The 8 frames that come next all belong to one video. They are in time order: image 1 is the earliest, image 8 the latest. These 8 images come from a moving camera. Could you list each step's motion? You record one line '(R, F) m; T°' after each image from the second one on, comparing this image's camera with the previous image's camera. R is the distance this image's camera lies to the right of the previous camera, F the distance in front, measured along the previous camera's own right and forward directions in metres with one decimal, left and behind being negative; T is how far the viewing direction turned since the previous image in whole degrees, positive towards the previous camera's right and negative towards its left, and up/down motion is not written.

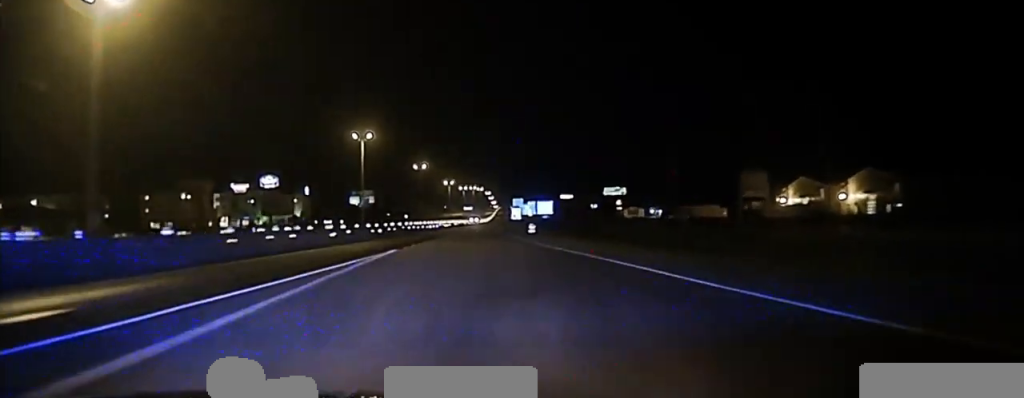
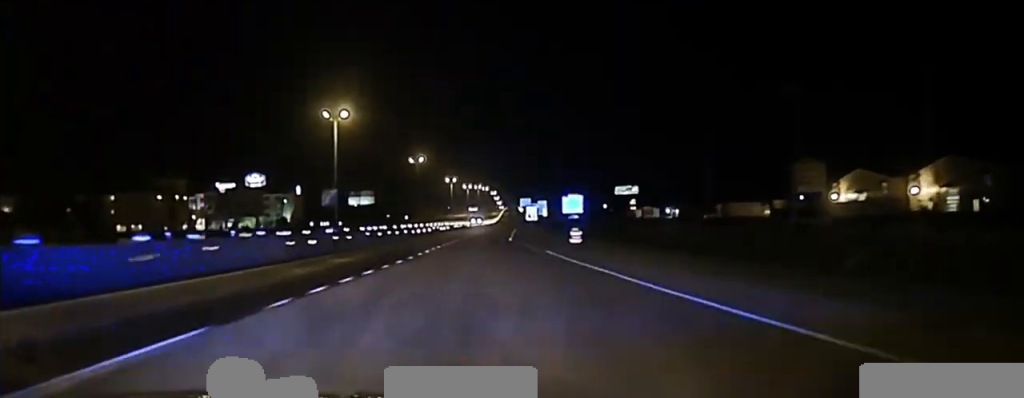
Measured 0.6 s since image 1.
(+0.2, +26.5) m; 0°
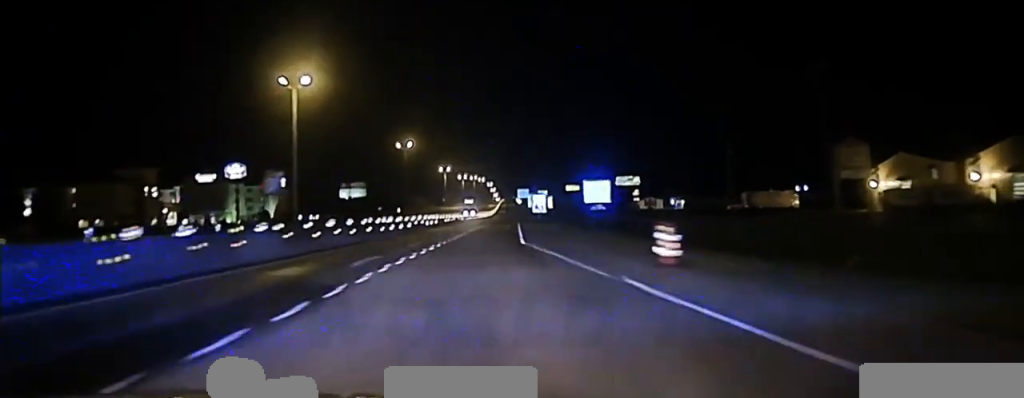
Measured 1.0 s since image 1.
(0.0, +19.1) m; 0°
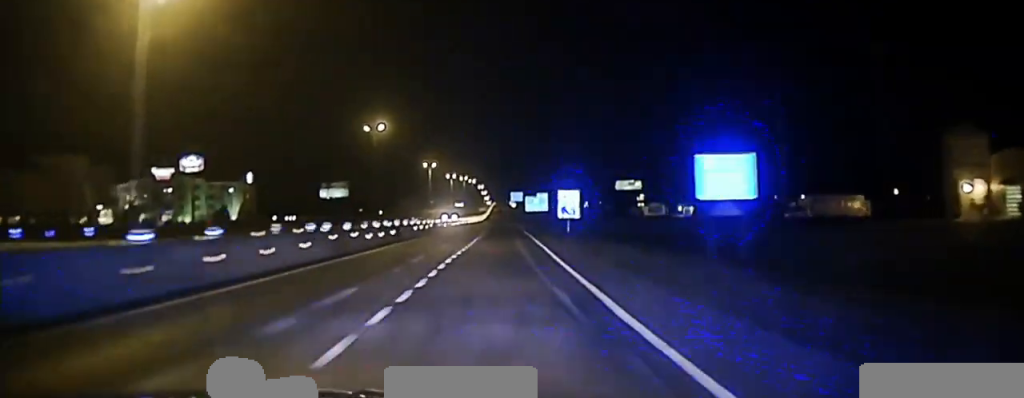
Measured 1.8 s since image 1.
(0.0, +32.8) m; +1°
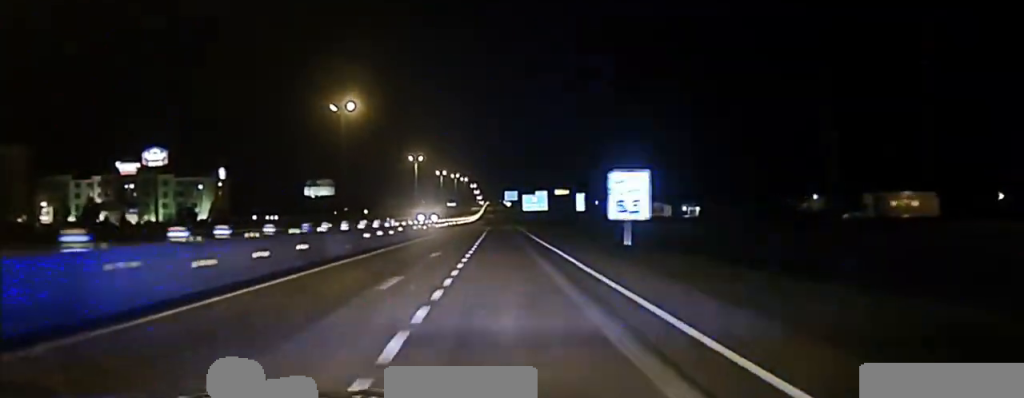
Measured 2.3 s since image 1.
(+0.1, +21.2) m; 0°
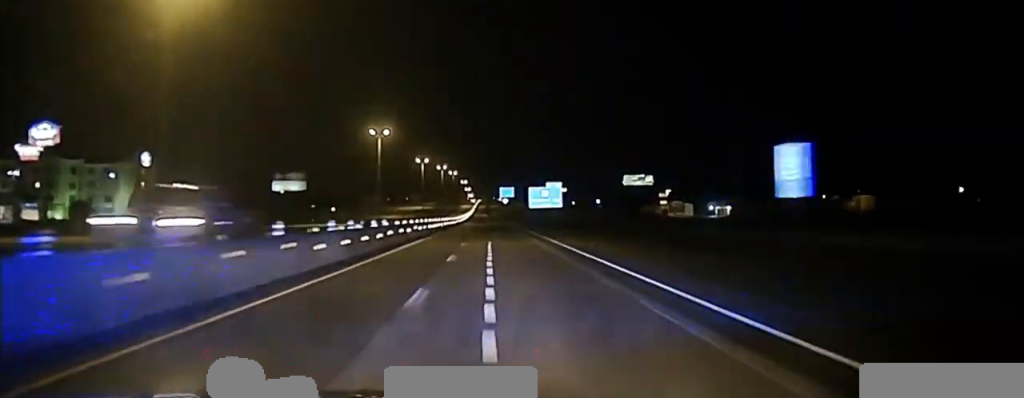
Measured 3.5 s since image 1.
(+0.5, +49.8) m; +1°
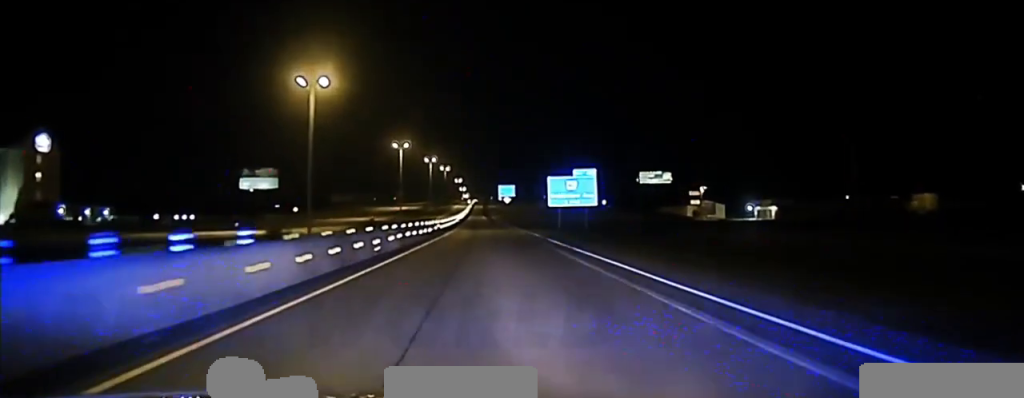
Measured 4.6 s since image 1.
(0.0, +42.2) m; 0°
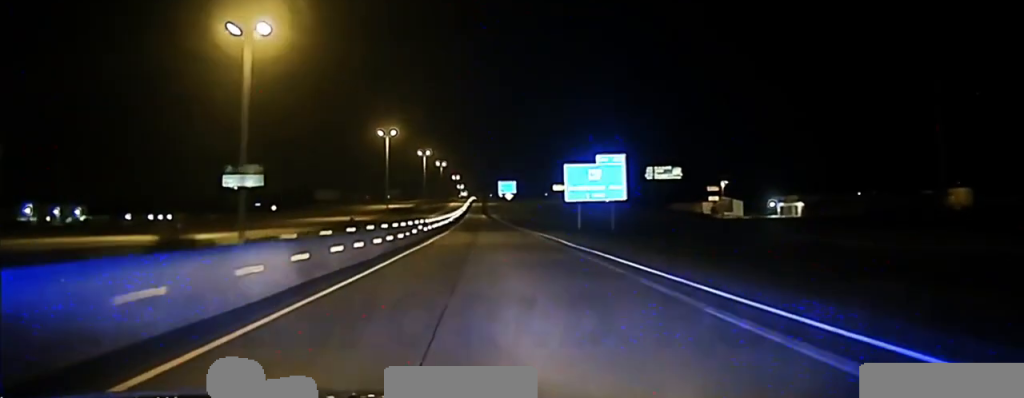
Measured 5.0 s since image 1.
(0.0, +18.0) m; 0°
